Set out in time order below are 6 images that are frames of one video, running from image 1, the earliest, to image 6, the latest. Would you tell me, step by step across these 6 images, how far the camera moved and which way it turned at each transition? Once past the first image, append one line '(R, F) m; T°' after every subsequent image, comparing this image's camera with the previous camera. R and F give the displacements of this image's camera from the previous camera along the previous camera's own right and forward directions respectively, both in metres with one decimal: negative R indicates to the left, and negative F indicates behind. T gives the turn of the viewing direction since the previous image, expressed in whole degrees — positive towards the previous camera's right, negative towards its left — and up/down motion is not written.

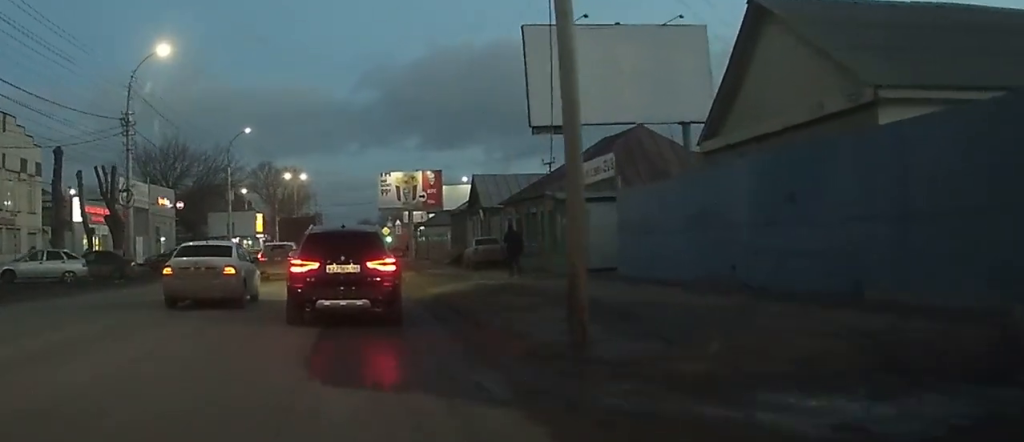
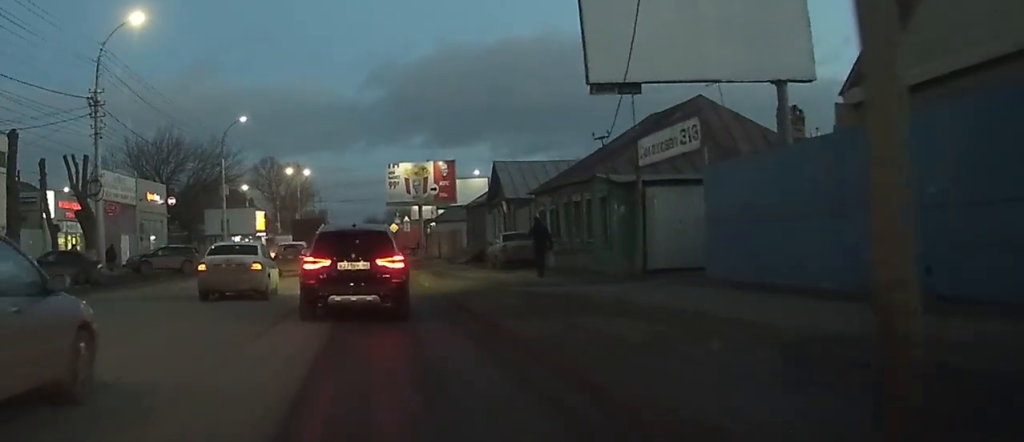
(+0.1, +6.7) m; +1°
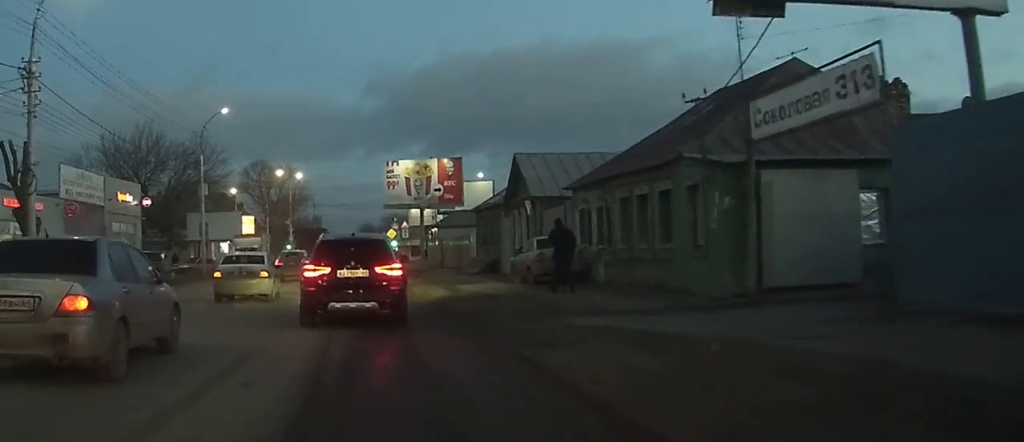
(0.0, +7.4) m; -2°
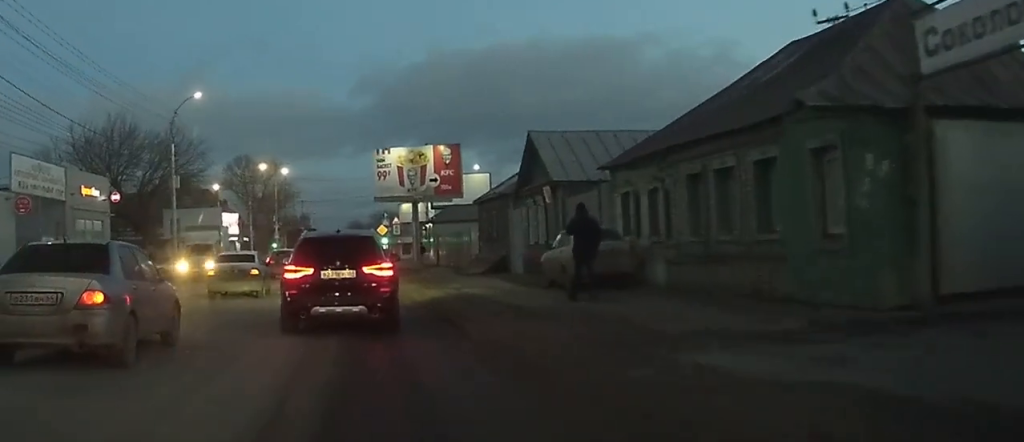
(-0.1, +5.1) m; +1°
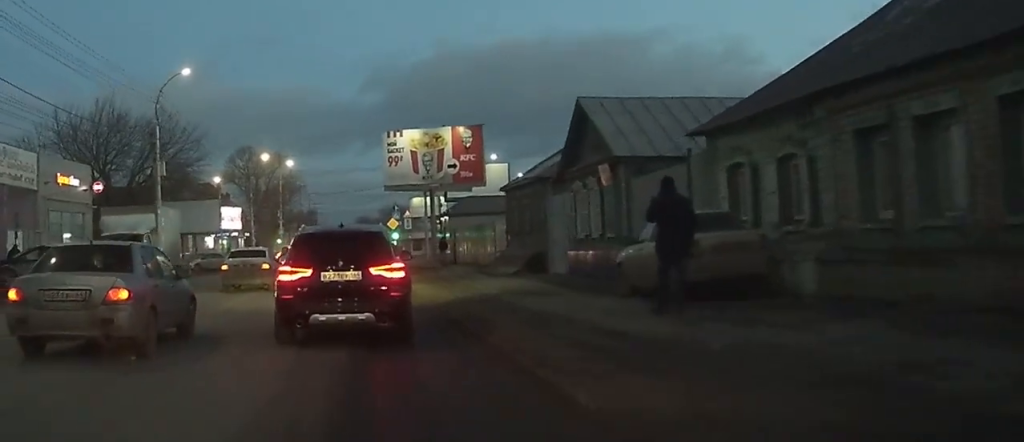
(+0.2, +5.5) m; +2°
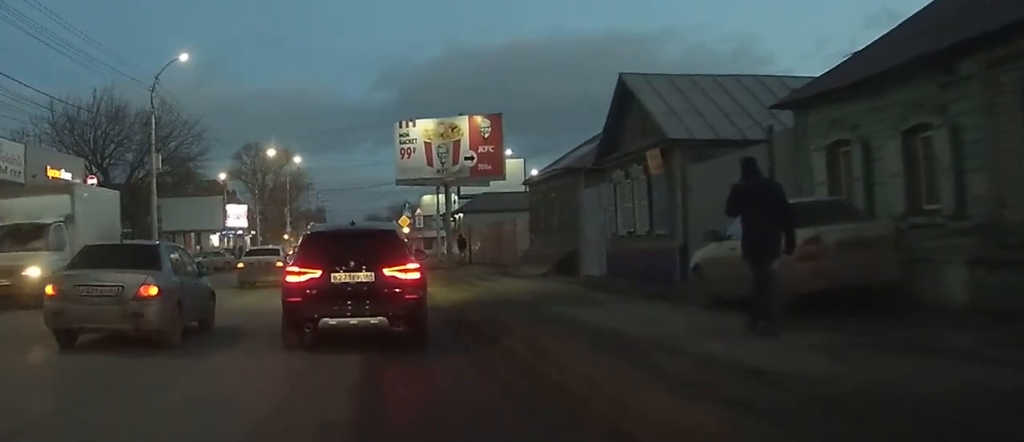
(0.0, +3.3) m; 0°
